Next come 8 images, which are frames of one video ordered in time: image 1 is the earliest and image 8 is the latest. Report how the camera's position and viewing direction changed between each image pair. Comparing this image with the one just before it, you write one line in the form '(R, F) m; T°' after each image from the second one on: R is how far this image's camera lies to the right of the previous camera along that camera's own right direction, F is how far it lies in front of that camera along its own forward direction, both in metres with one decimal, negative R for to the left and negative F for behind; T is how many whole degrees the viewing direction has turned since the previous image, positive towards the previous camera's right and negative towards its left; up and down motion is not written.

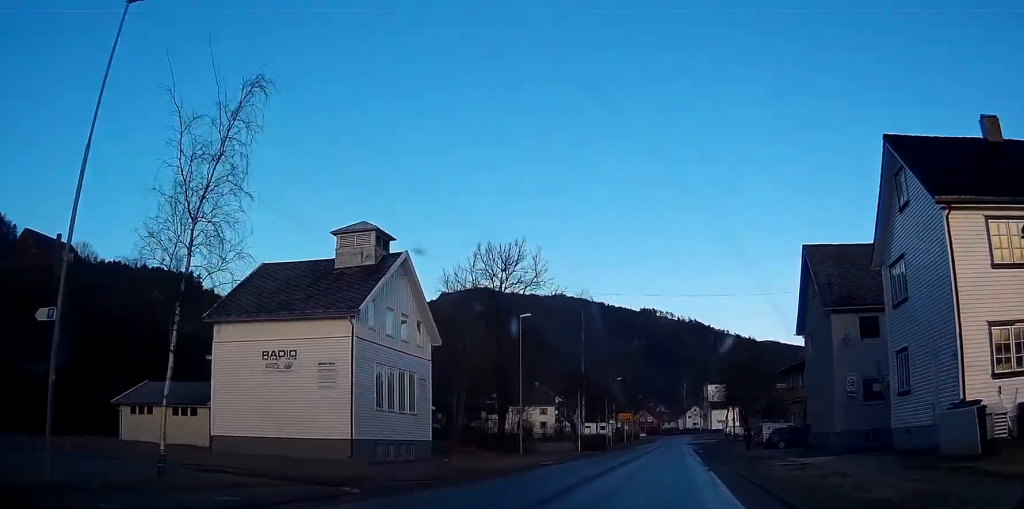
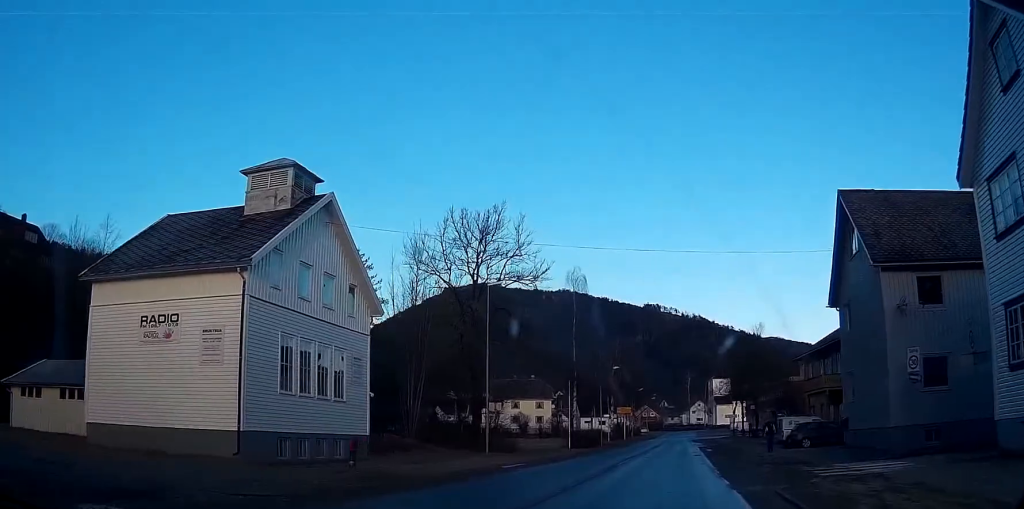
(0.0, +9.1) m; 0°
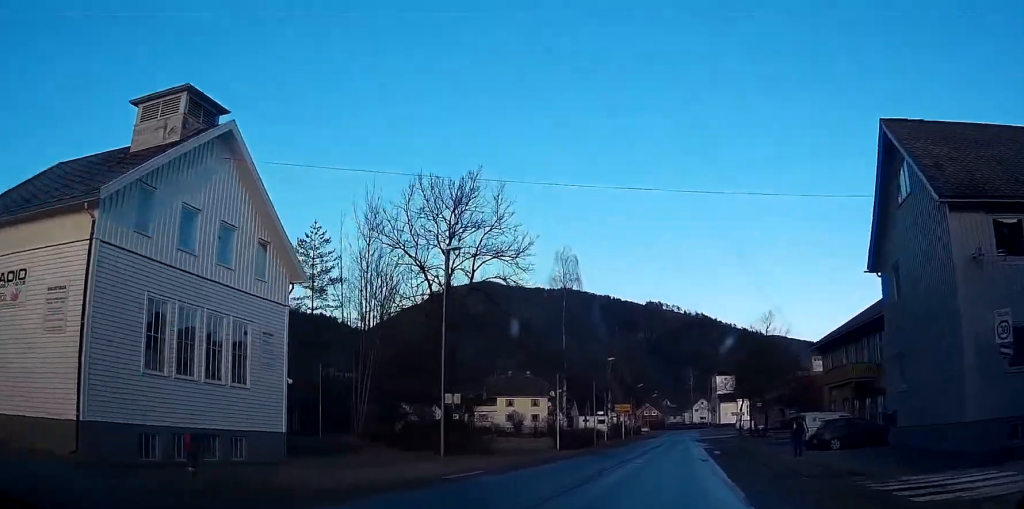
(0.0, +7.4) m; 0°
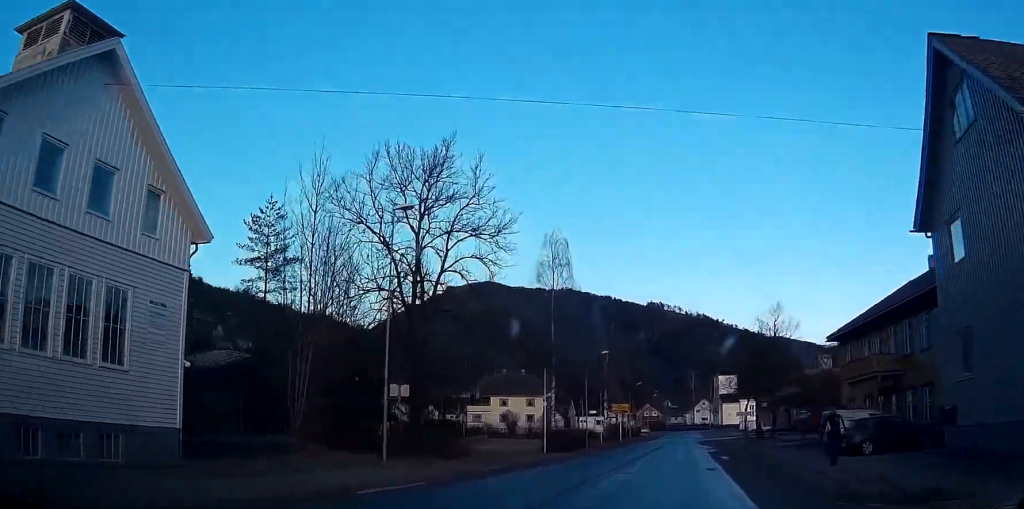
(0.0, +6.0) m; 0°
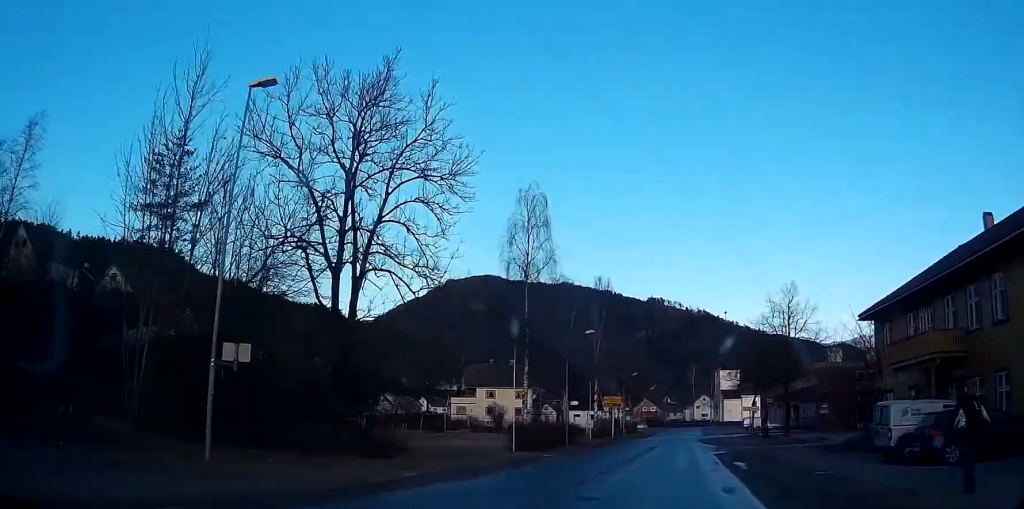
(-0.1, +9.6) m; 0°
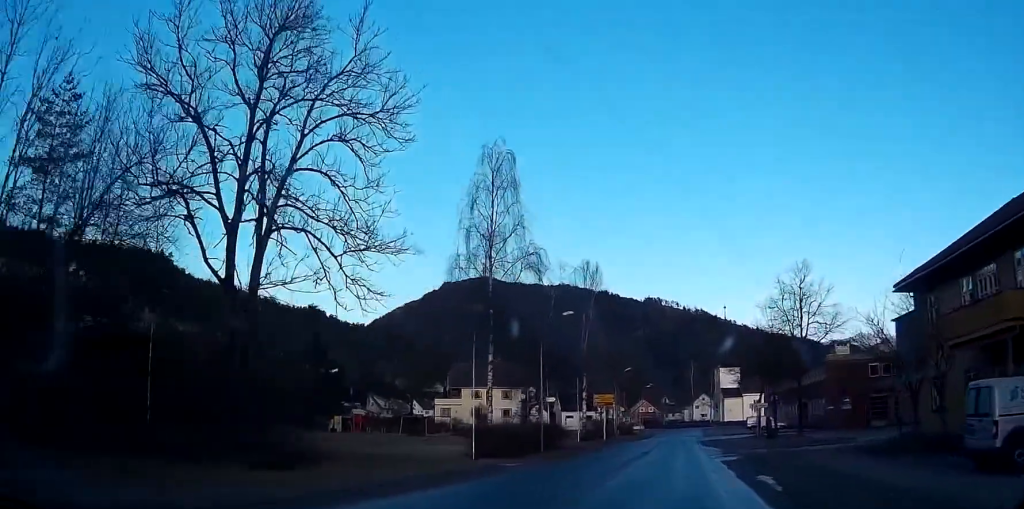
(0.0, +8.2) m; 0°
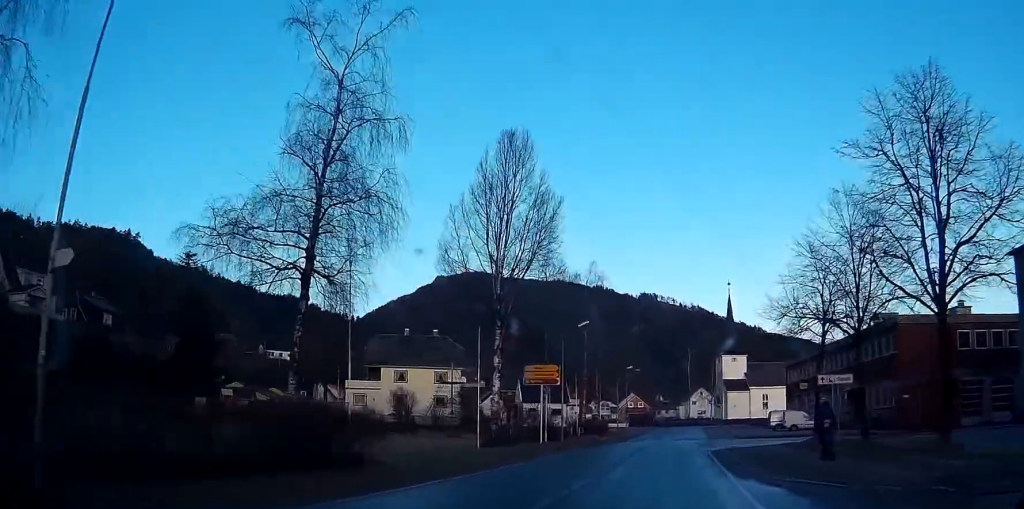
(+0.5, +32.4) m; +1°
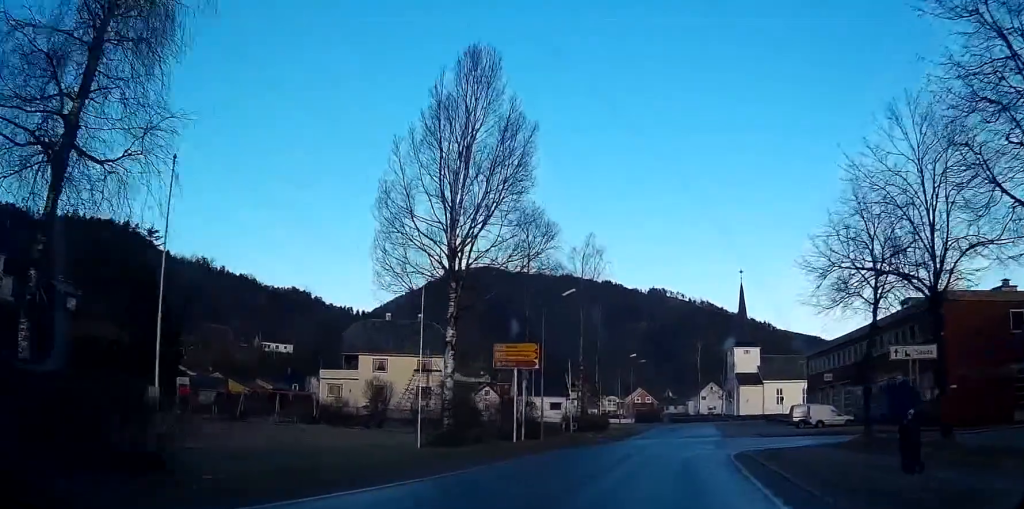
(0.0, +9.4) m; -1°
